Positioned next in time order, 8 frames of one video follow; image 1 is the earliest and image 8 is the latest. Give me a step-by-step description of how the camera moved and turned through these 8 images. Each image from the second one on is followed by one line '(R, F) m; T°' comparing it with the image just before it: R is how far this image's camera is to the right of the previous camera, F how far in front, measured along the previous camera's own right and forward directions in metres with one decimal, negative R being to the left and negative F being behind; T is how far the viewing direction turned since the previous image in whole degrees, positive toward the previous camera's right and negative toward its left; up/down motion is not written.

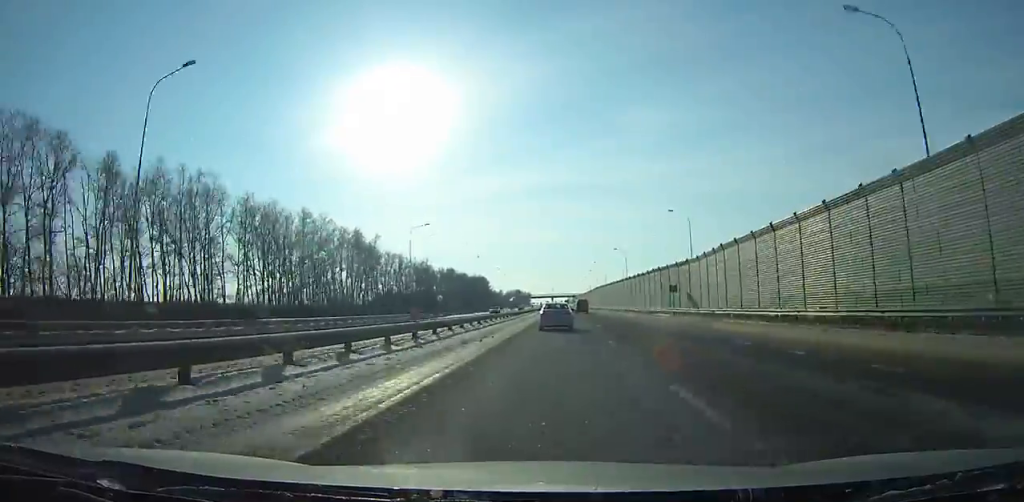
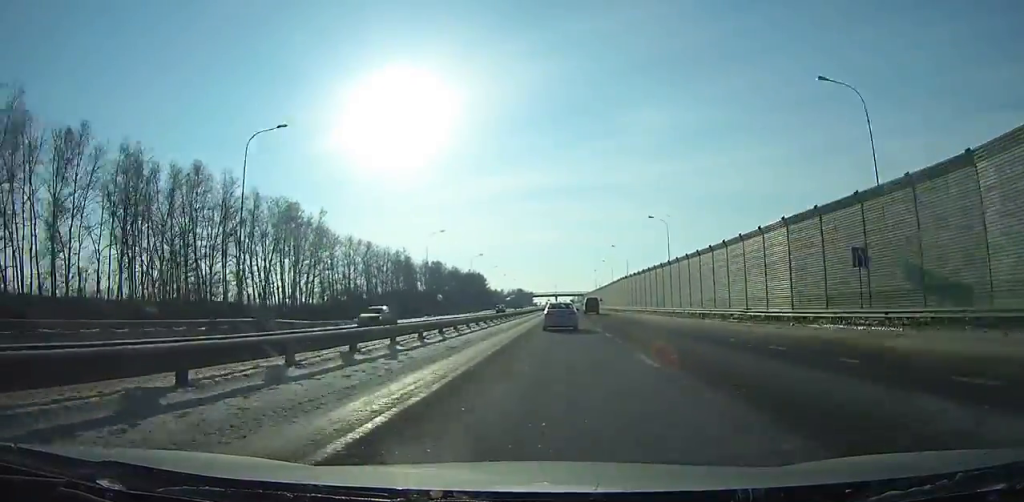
(0.0, +42.5) m; 0°
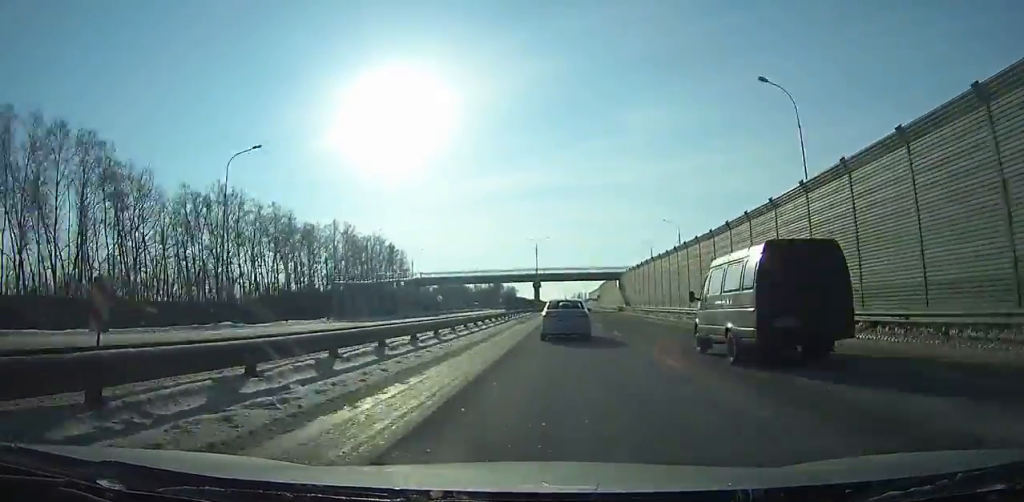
(+0.3, +198.9) m; 0°
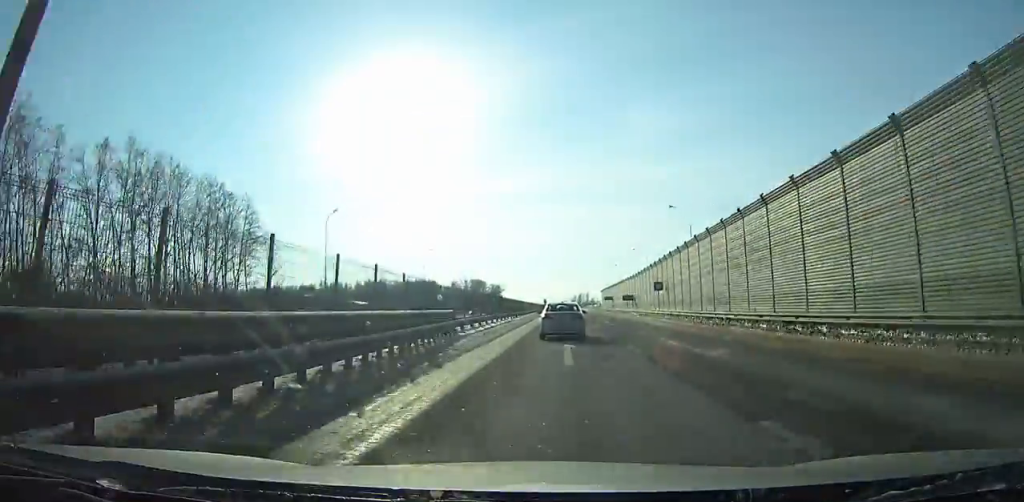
(-0.1, +107.3) m; 0°
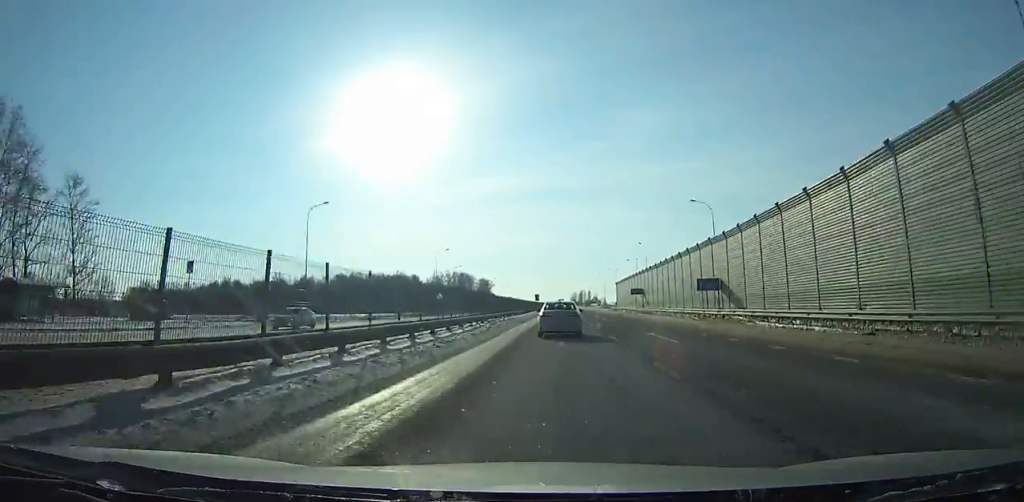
(+0.1, +52.5) m; 0°
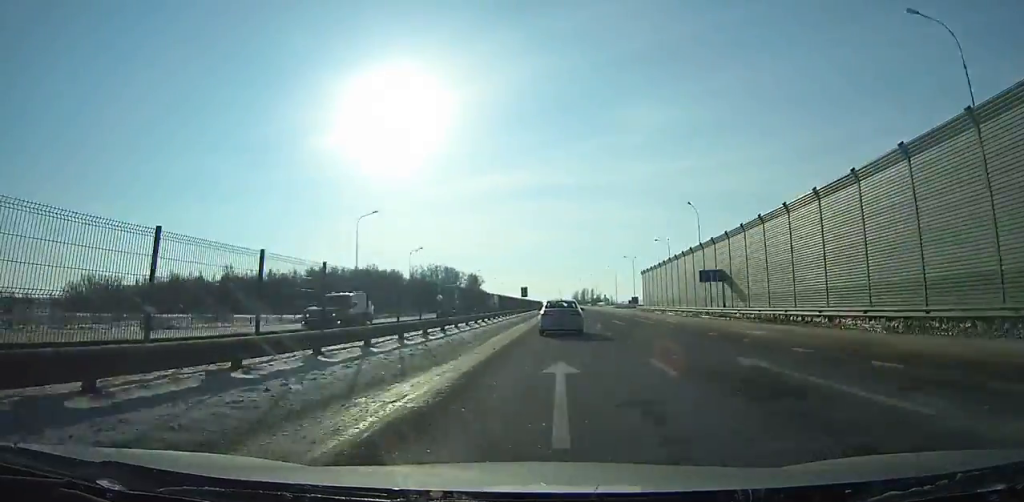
(+0.2, +43.8) m; 0°
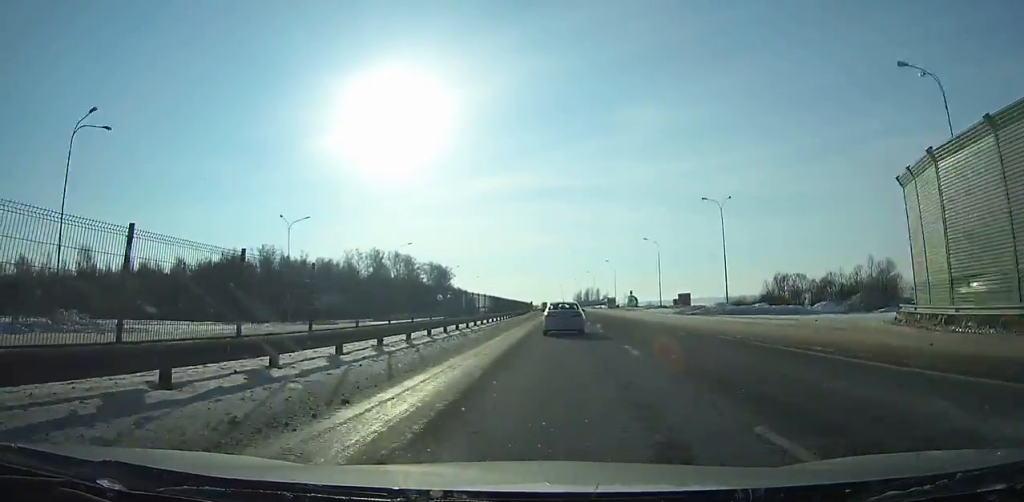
(-0.1, +78.4) m; 0°
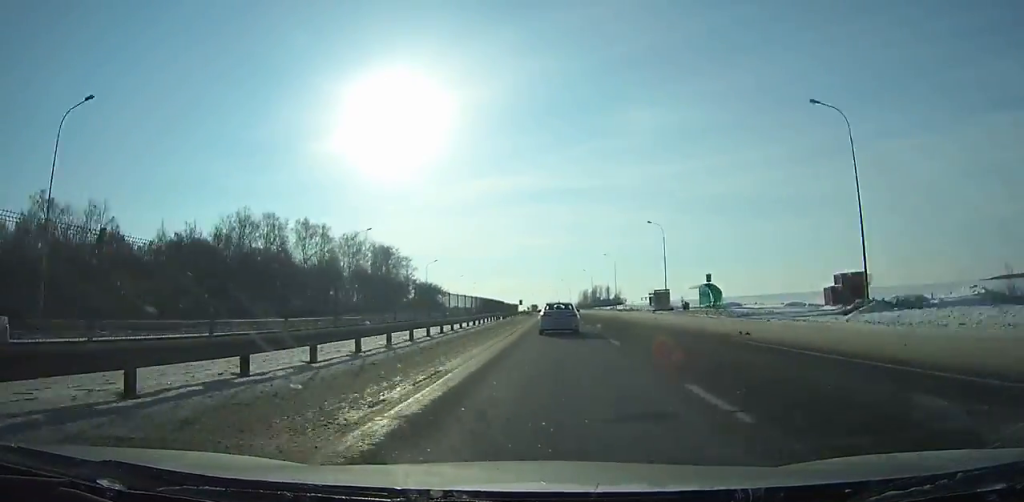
(-0.4, +69.4) m; -1°
